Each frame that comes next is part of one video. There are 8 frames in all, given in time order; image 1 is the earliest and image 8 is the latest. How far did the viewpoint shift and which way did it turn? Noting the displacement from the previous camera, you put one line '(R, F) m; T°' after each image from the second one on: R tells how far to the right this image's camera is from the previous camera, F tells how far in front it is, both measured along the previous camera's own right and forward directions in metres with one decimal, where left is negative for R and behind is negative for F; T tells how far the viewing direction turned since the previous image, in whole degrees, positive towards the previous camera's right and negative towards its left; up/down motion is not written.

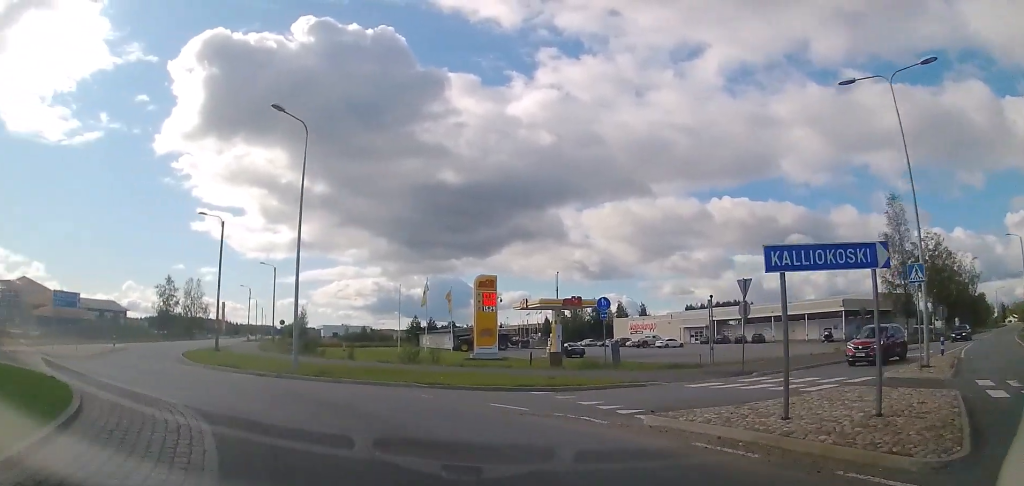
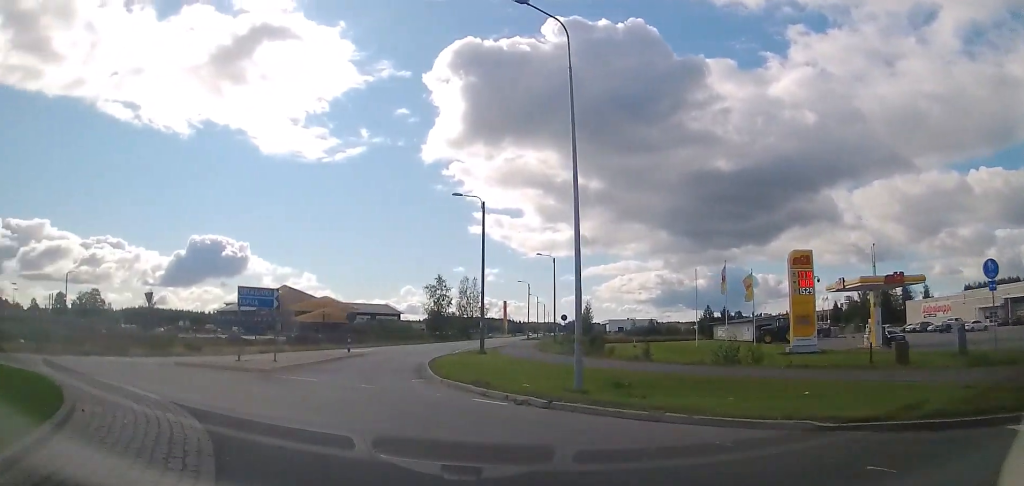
(-1.5, +7.7) m; -22°
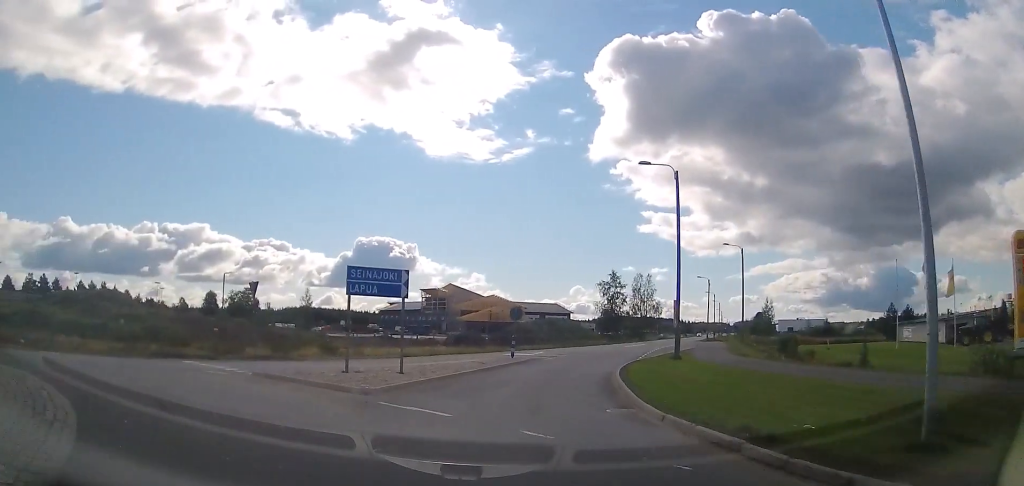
(-1.3, +7.3) m; -15°
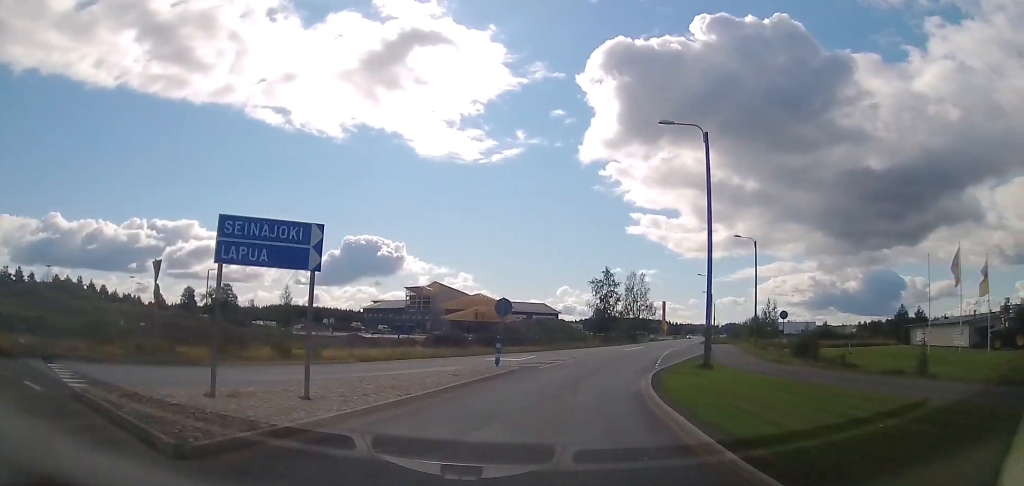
(-0.5, +6.8) m; -3°
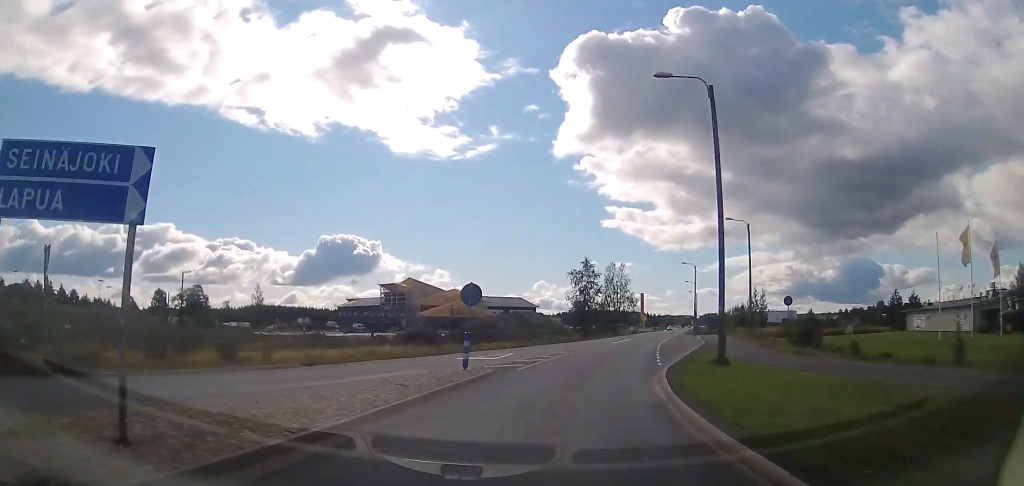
(0.0, +4.1) m; +2°
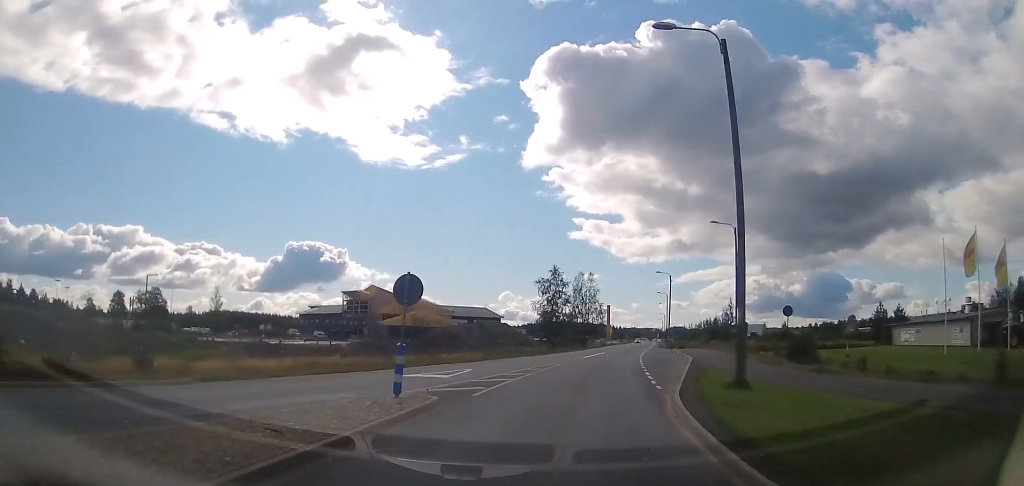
(+0.1, +4.9) m; +2°
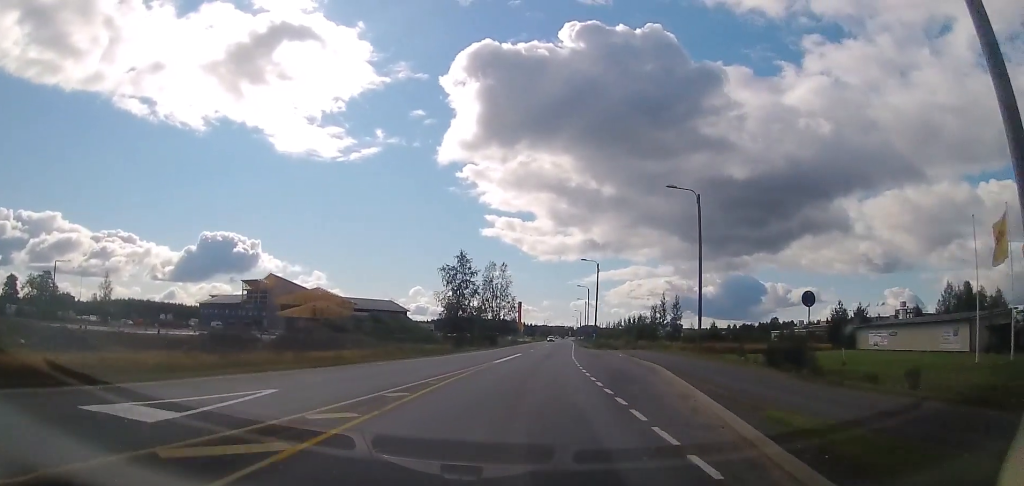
(+0.5, +12.2) m; +5°
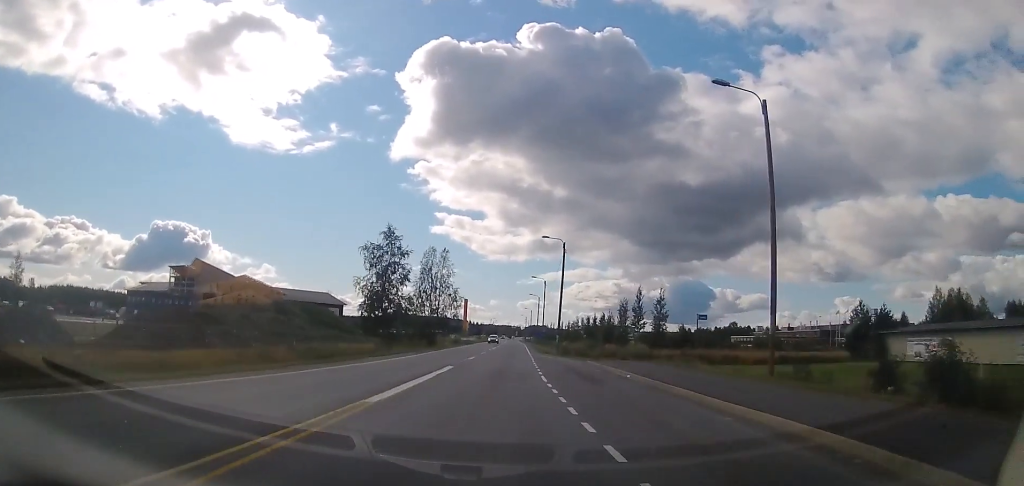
(+0.8, +16.2) m; +6°
